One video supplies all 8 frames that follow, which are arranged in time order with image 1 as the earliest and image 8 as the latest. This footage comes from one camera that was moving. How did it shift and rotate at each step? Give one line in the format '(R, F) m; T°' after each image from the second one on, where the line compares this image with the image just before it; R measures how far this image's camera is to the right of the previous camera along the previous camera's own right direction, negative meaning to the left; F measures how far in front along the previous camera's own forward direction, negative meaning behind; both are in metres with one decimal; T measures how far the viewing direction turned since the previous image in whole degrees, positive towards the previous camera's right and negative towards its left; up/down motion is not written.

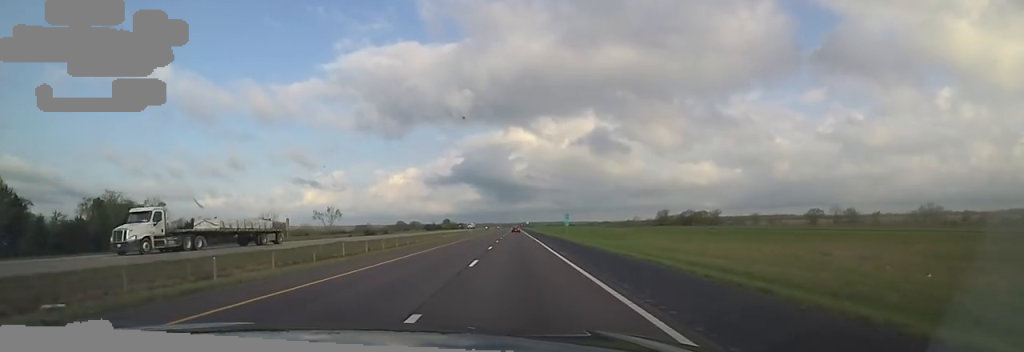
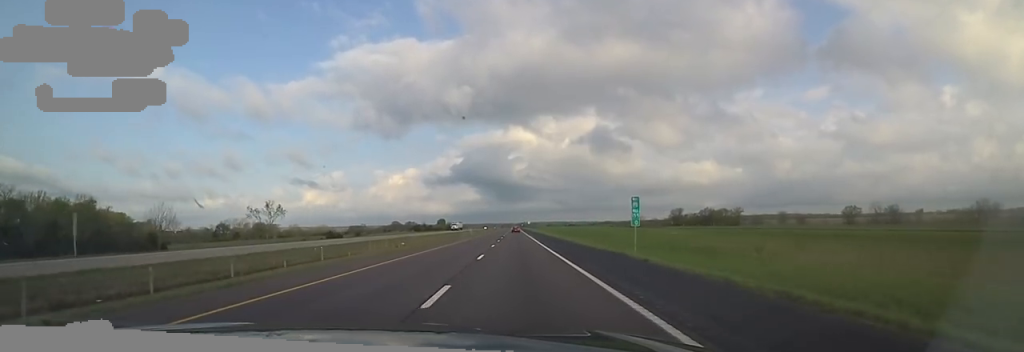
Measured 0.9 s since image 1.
(-0.9, +32.7) m; -1°
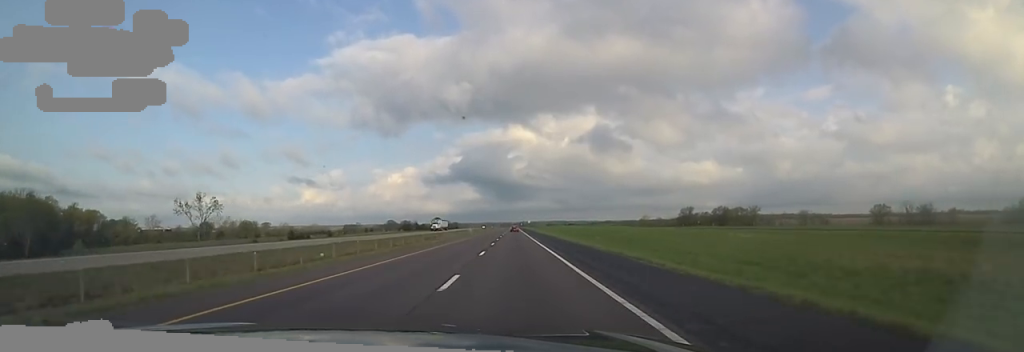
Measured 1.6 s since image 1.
(-0.5, +22.2) m; 0°
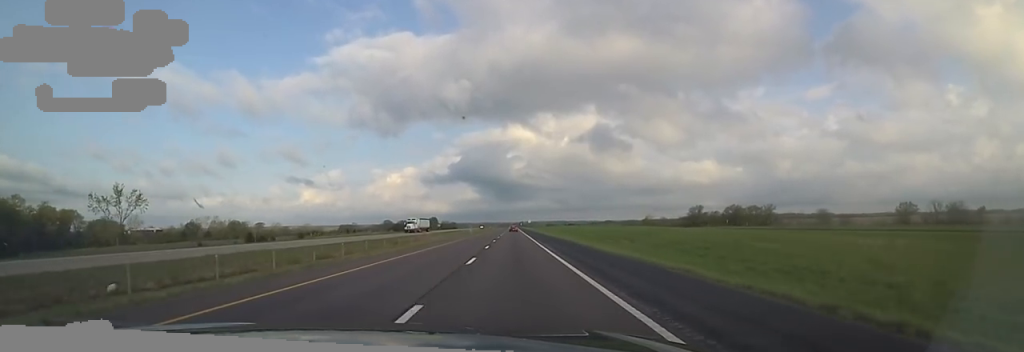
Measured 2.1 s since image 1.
(+0.6, +17.5) m; +2°
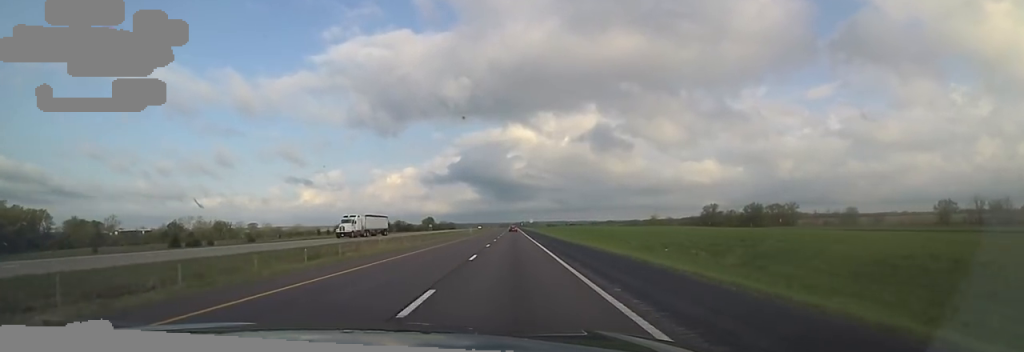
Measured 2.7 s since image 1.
(+0.4, +22.2) m; +1°
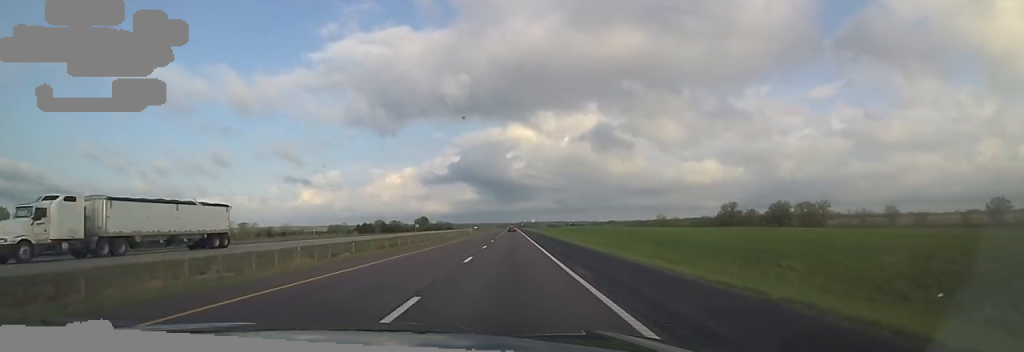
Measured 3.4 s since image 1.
(+0.3, +25.6) m; 0°
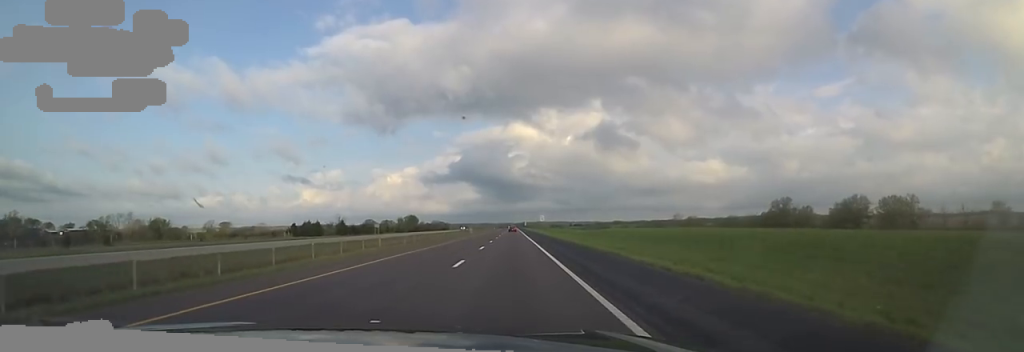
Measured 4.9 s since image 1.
(-2.0, +51.2) m; -3°
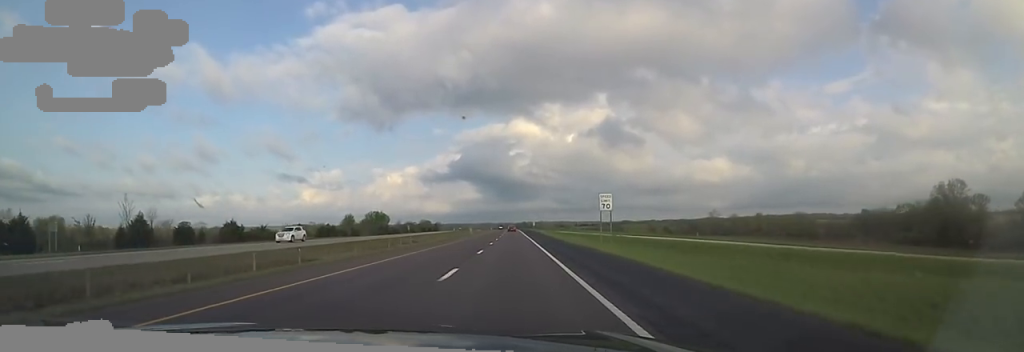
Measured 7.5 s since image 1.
(+2.5, +89.6) m; +2°
